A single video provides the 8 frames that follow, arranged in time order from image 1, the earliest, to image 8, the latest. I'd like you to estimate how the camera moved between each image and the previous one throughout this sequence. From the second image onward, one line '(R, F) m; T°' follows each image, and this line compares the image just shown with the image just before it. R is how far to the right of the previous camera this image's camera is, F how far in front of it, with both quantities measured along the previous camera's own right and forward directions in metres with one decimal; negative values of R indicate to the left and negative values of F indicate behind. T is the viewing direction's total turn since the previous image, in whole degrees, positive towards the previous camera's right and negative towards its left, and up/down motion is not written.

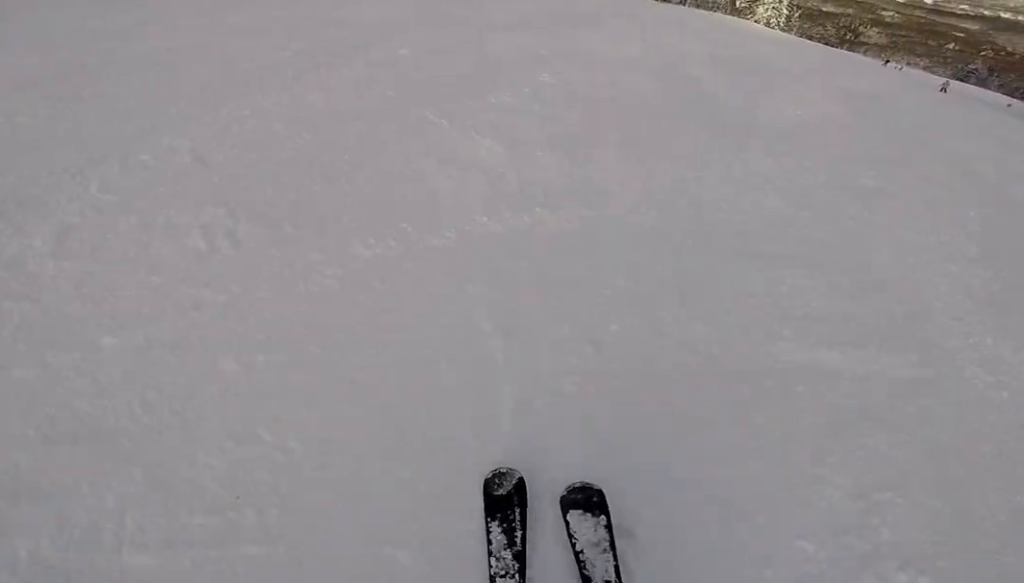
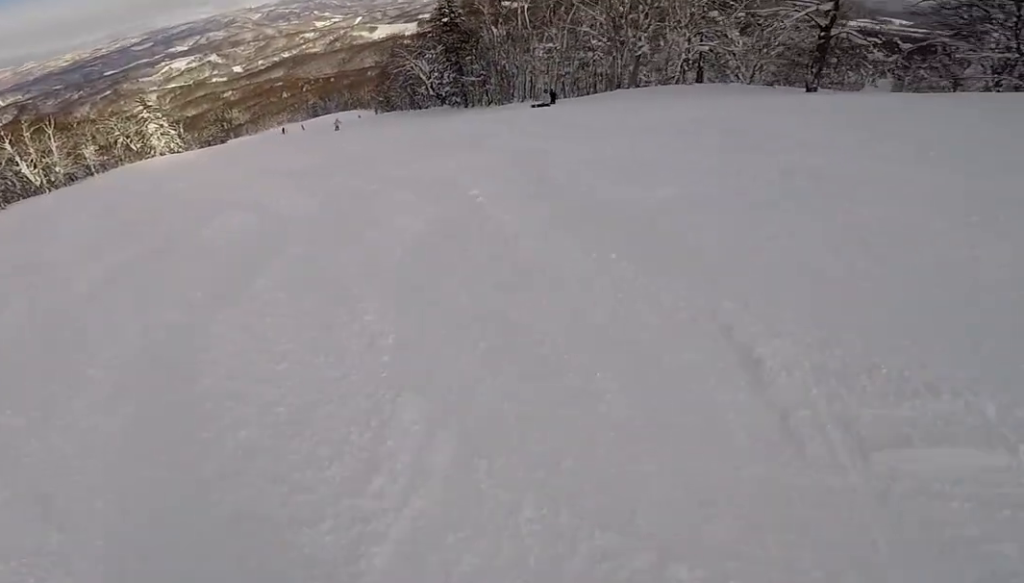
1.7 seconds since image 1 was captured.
(+0.8, +9.7) m; +15°
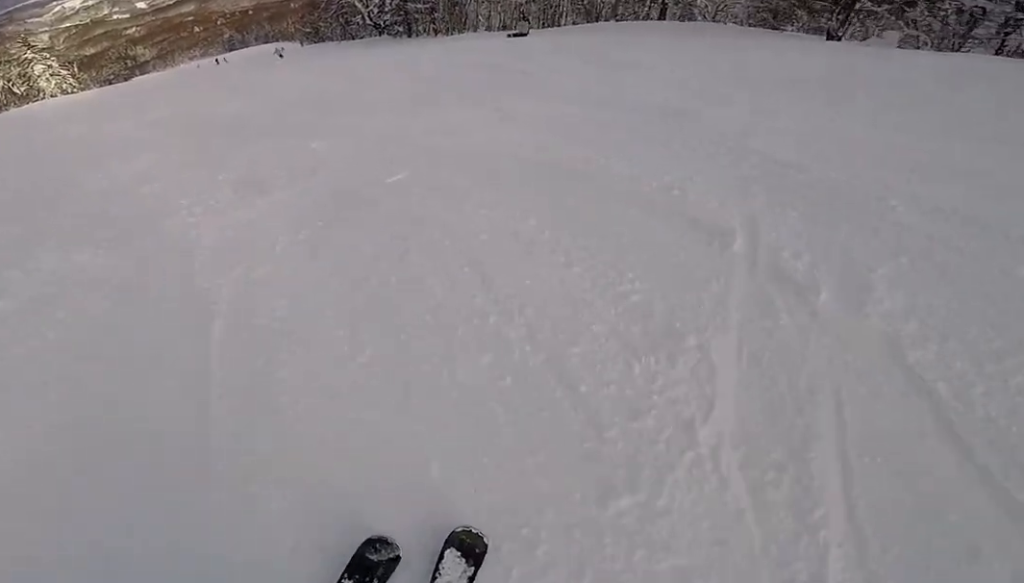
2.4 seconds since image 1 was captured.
(+0.7, +4.6) m; +3°
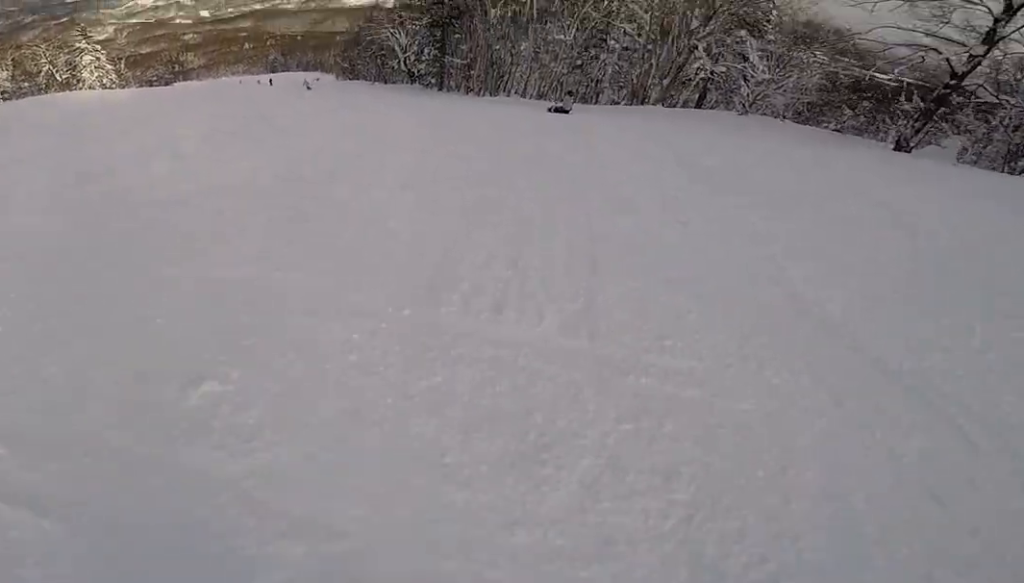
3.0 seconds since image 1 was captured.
(-0.3, +3.5) m; -8°
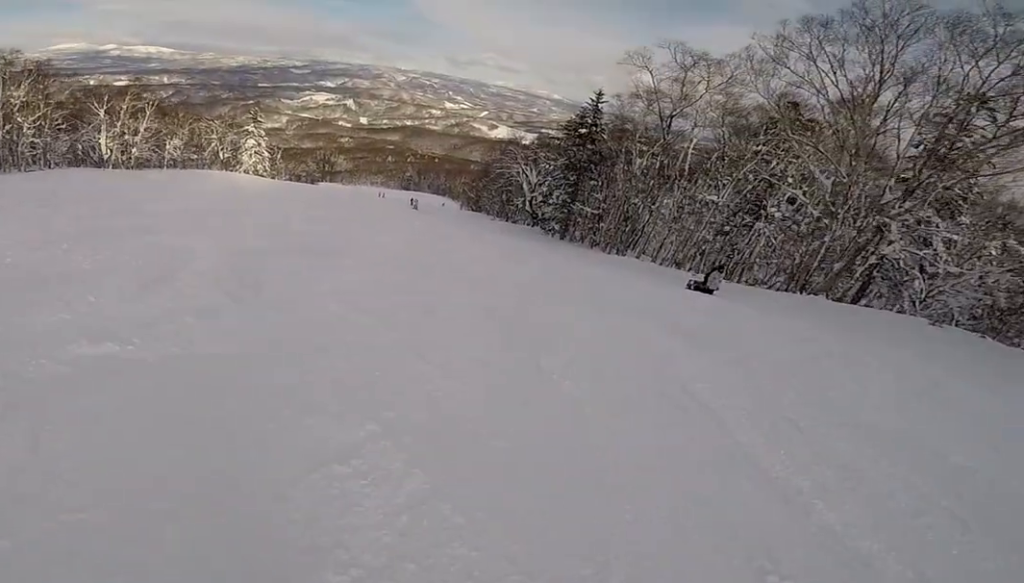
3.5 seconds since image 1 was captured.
(-0.1, +3.1) m; -5°
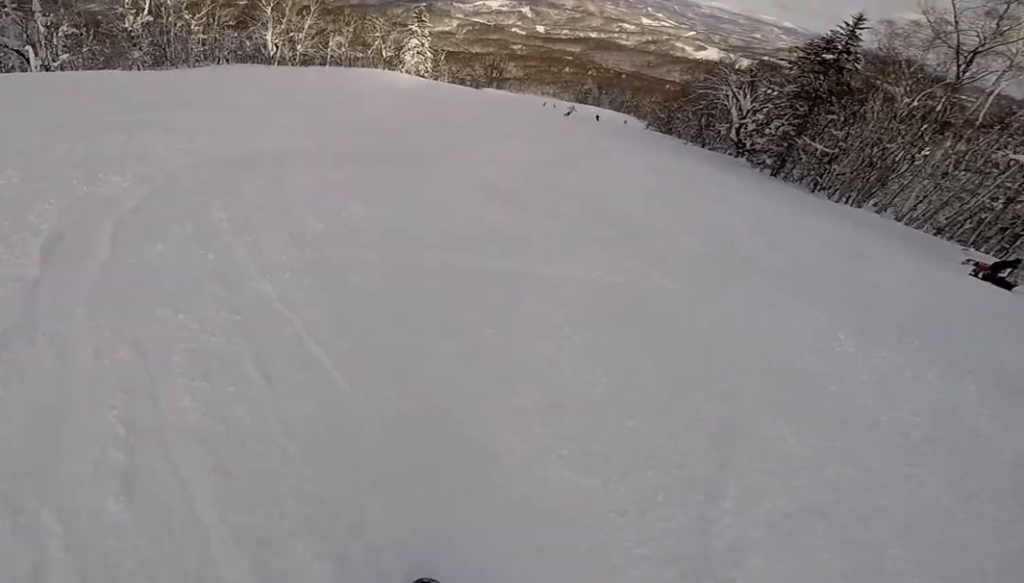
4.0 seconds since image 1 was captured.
(-0.5, +3.5) m; 0°
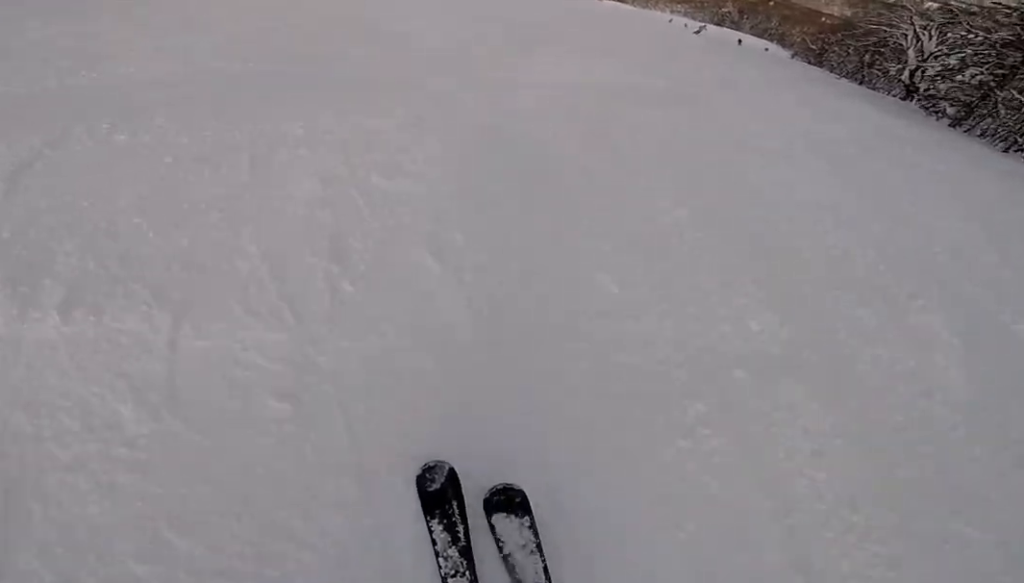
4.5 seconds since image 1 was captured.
(-0.1, +3.4) m; -2°
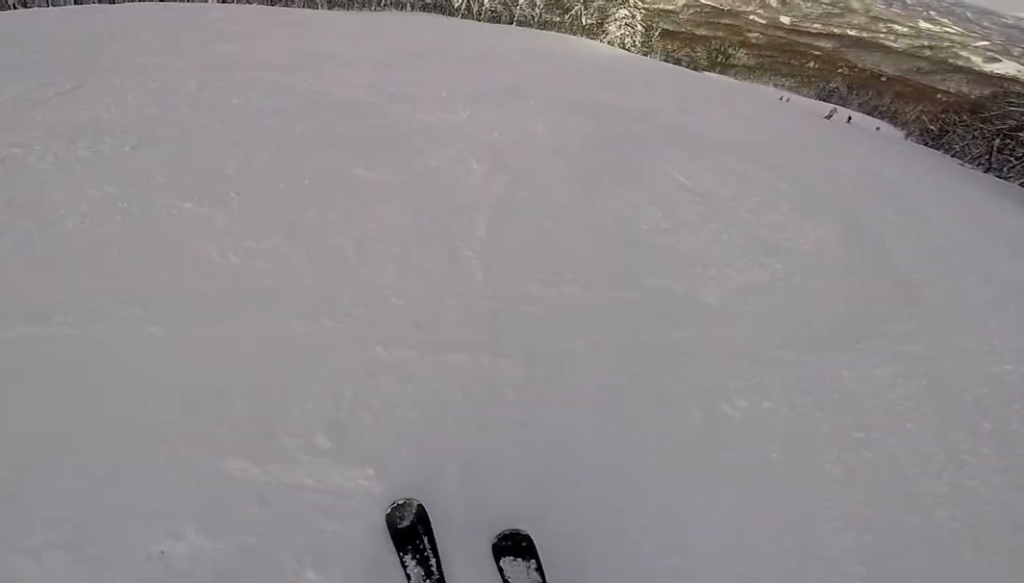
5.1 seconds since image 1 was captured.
(+0.6, +3.3) m; -4°
